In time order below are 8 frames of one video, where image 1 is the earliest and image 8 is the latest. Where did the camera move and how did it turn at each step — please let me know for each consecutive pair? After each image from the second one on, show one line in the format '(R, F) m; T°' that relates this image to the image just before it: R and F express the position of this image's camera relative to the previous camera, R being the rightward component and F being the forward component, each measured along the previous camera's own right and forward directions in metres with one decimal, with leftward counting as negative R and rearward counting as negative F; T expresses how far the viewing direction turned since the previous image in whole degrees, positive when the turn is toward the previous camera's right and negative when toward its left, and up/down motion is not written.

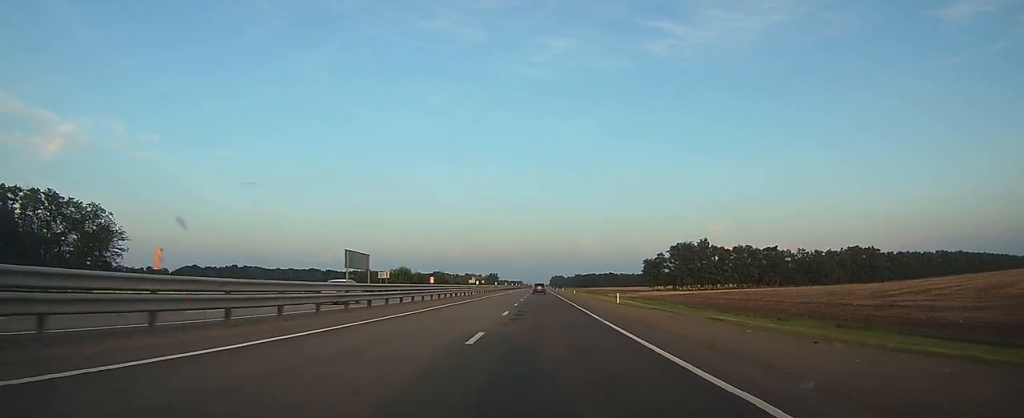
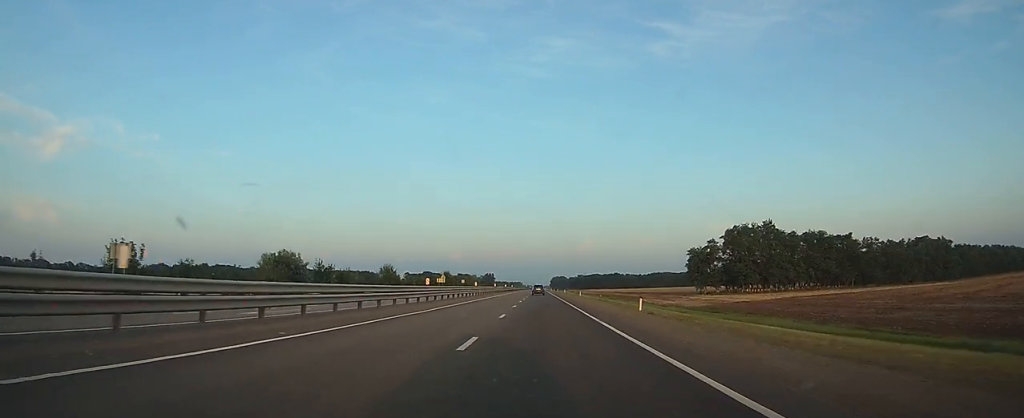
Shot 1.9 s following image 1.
(+0.2, +60.3) m; 0°
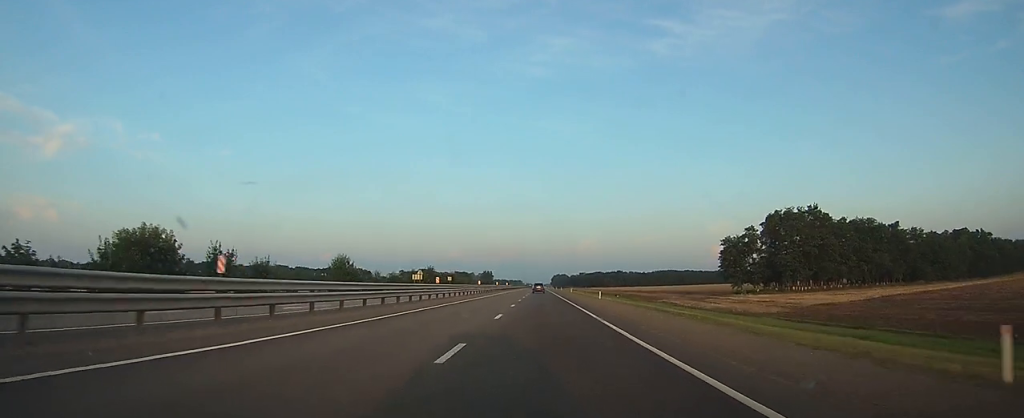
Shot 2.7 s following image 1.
(-0.1, +26.0) m; 0°
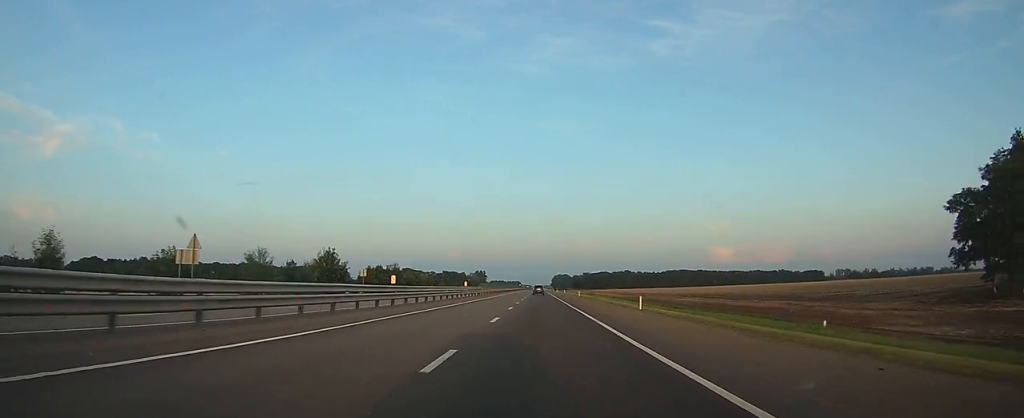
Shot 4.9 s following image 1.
(-0.3, +71.9) m; 0°
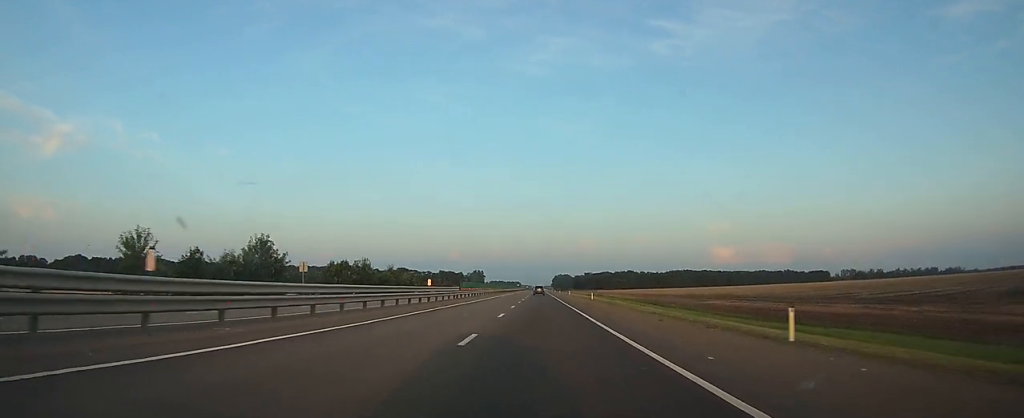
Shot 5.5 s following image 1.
(0.0, +19.7) m; 0°
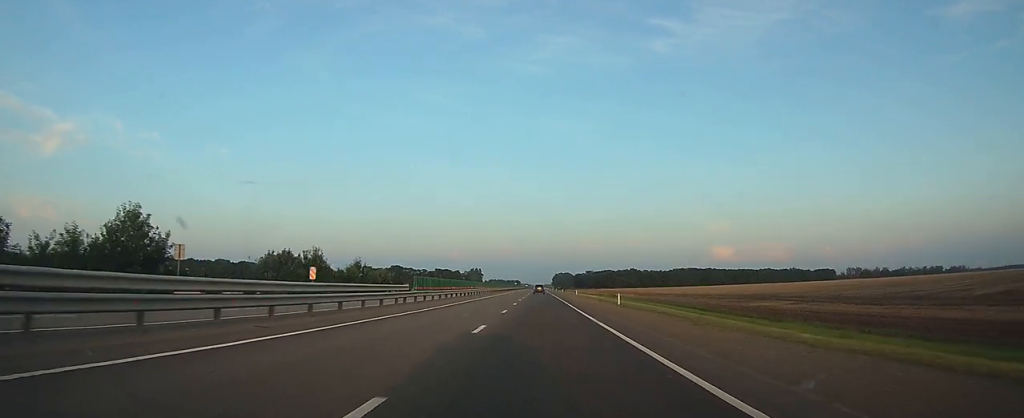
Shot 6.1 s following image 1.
(0.0, +20.9) m; 0°
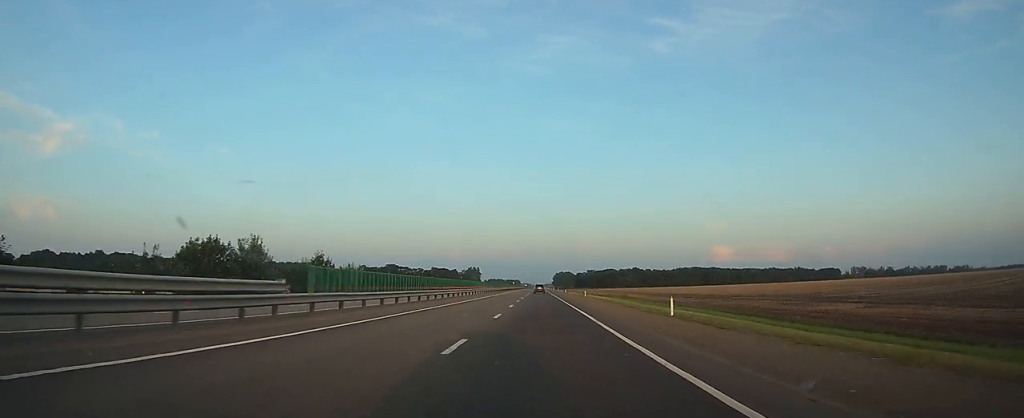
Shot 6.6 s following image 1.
(0.0, +16.5) m; 0°
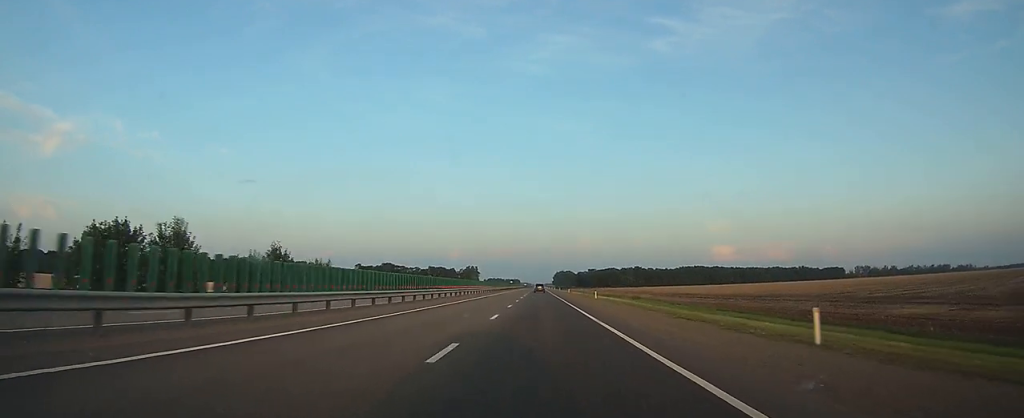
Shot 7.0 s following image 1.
(0.0, +13.2) m; 0°
